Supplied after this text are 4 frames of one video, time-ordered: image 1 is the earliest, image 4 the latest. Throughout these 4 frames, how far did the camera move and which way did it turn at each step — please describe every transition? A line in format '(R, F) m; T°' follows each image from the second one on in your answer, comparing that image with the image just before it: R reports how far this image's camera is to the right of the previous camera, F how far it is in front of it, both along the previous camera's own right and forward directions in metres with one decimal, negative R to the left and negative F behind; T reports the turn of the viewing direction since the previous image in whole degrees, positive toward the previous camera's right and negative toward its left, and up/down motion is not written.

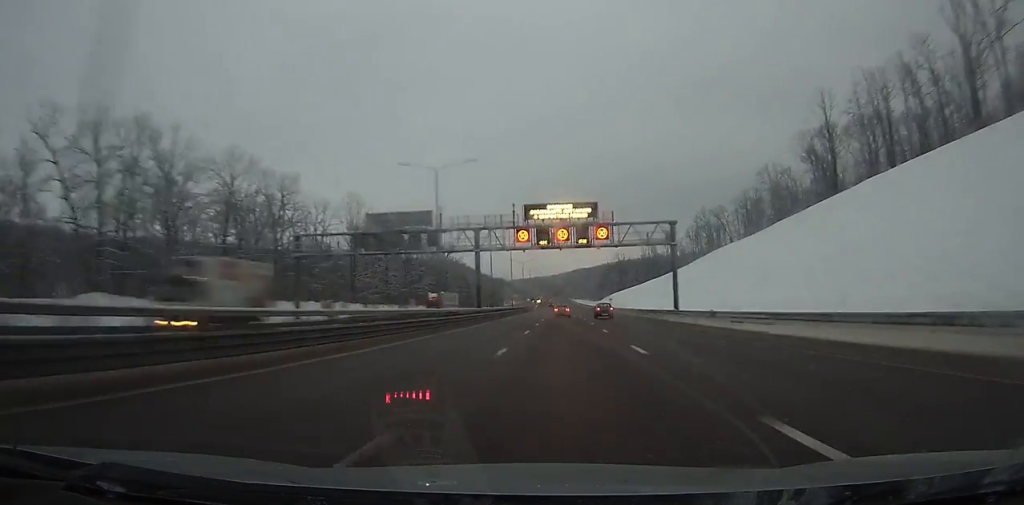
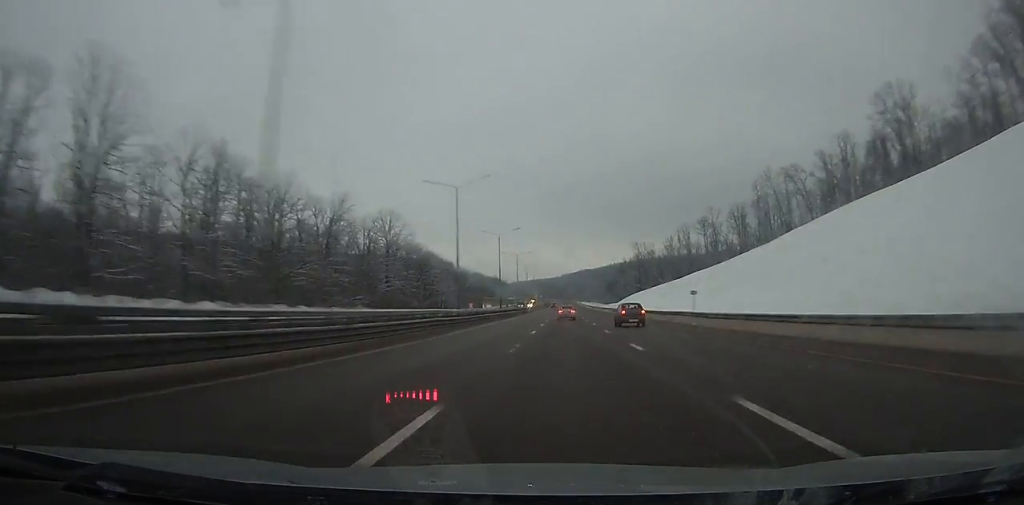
(0.0, +83.2) m; 0°
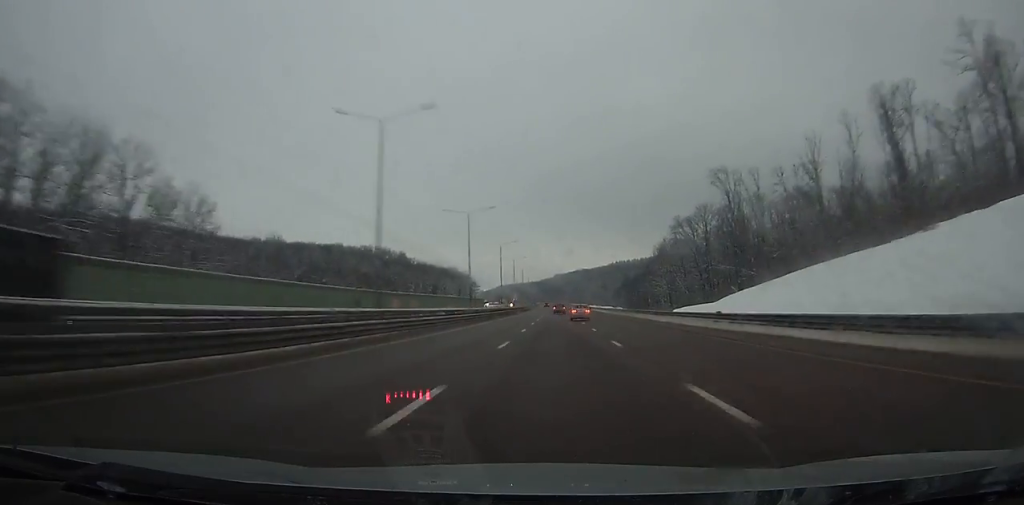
(+0.7, +167.7) m; +1°
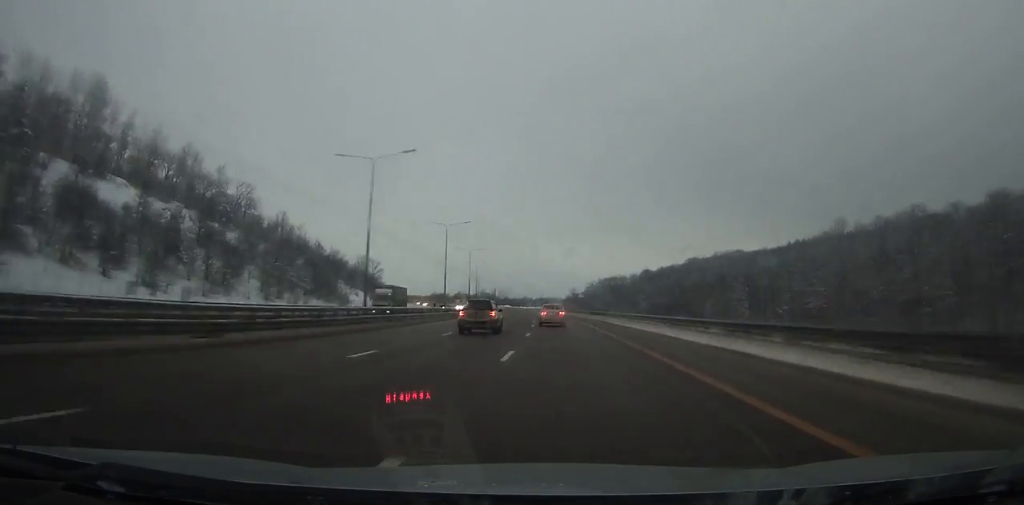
(-22.7, +407.4) m; -11°
